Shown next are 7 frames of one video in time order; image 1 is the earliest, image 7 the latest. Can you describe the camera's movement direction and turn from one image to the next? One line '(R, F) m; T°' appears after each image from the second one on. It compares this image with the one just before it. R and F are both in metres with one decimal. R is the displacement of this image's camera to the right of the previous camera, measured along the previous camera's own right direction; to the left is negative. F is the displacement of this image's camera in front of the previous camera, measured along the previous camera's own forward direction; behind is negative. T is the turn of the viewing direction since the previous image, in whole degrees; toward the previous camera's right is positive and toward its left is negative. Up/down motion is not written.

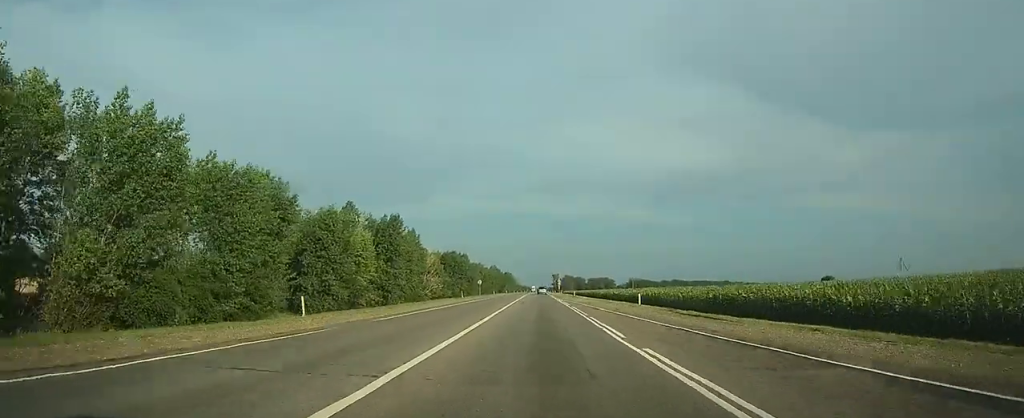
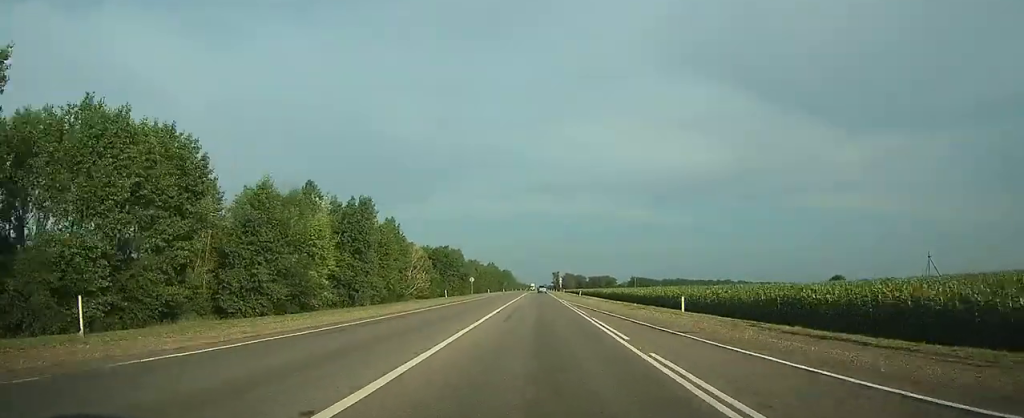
(0.0, +12.6) m; 0°
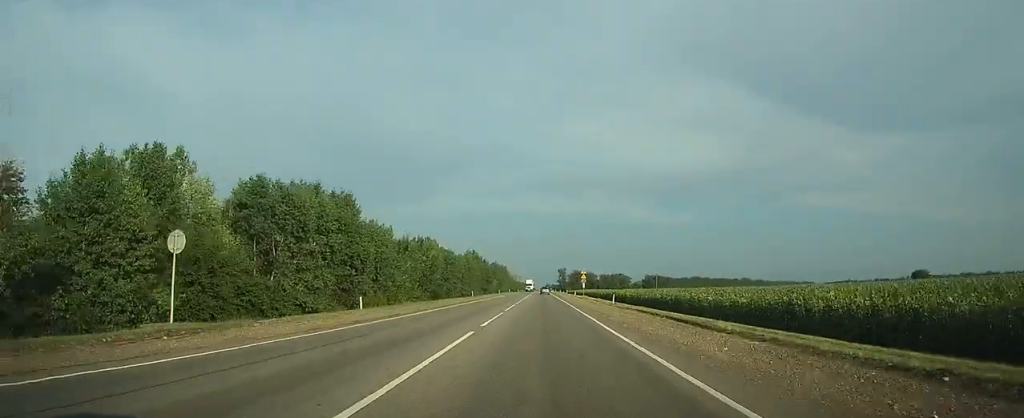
(-0.1, +80.8) m; 0°
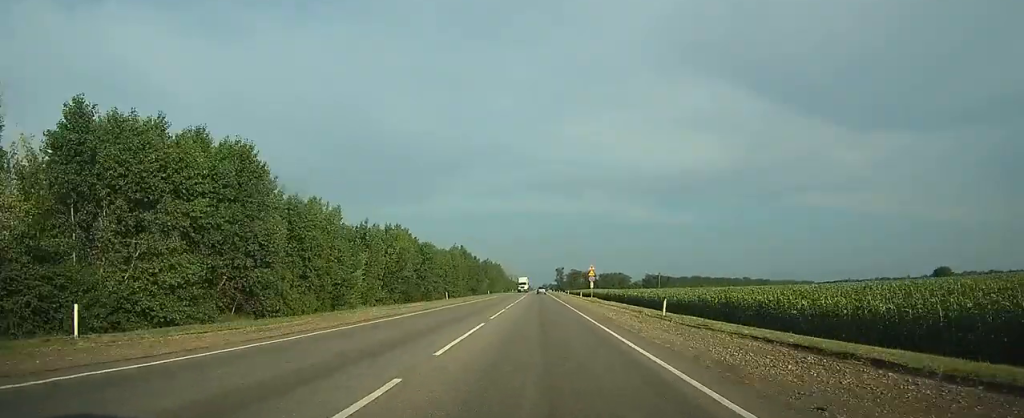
(0.0, +19.8) m; 0°
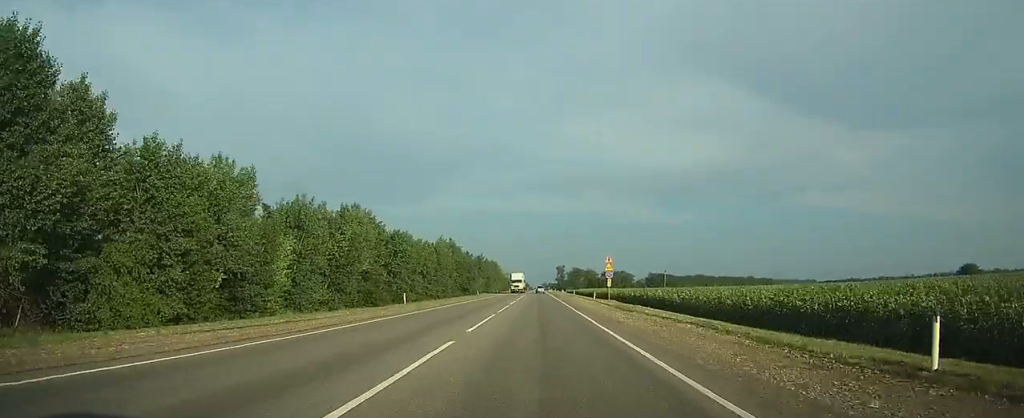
(0.0, +19.0) m; 0°
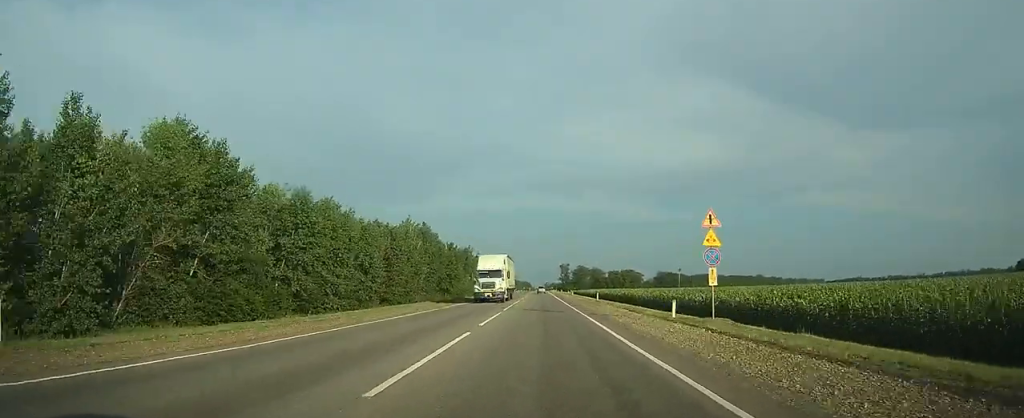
(0.0, +33.4) m; 0°
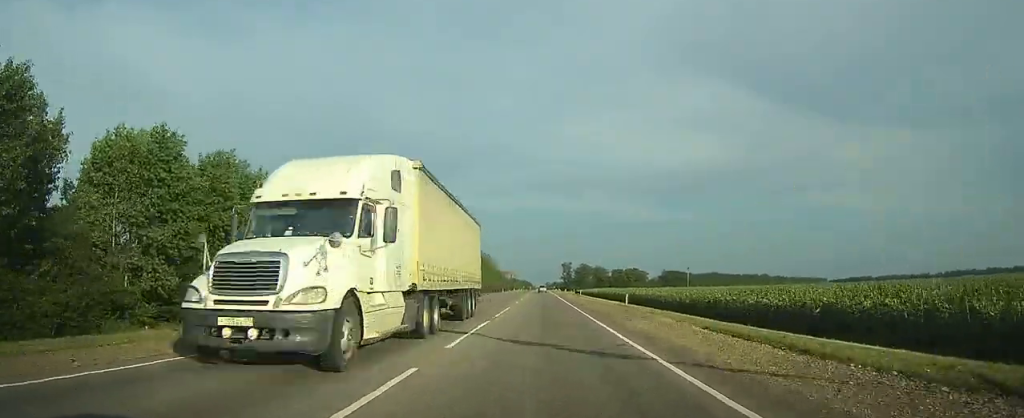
(0.0, +18.8) m; 0°
